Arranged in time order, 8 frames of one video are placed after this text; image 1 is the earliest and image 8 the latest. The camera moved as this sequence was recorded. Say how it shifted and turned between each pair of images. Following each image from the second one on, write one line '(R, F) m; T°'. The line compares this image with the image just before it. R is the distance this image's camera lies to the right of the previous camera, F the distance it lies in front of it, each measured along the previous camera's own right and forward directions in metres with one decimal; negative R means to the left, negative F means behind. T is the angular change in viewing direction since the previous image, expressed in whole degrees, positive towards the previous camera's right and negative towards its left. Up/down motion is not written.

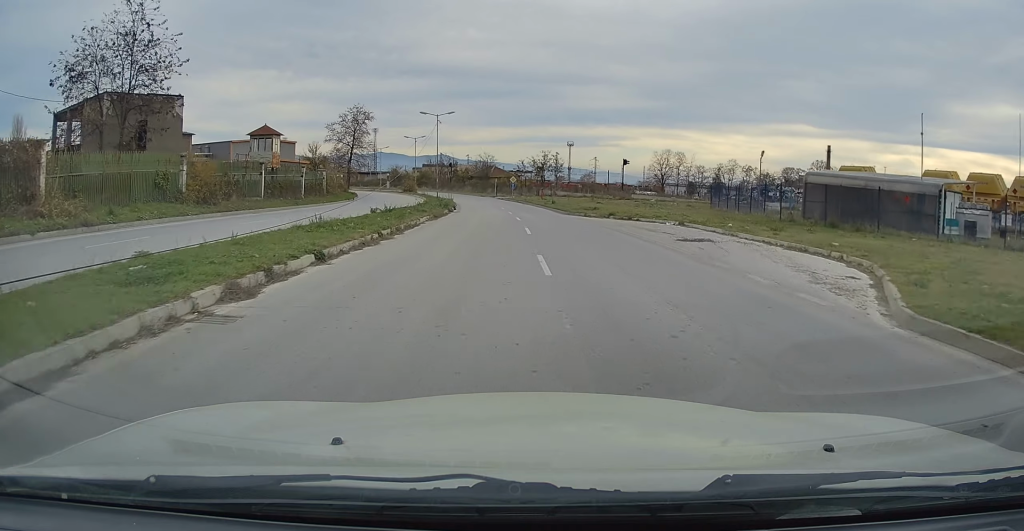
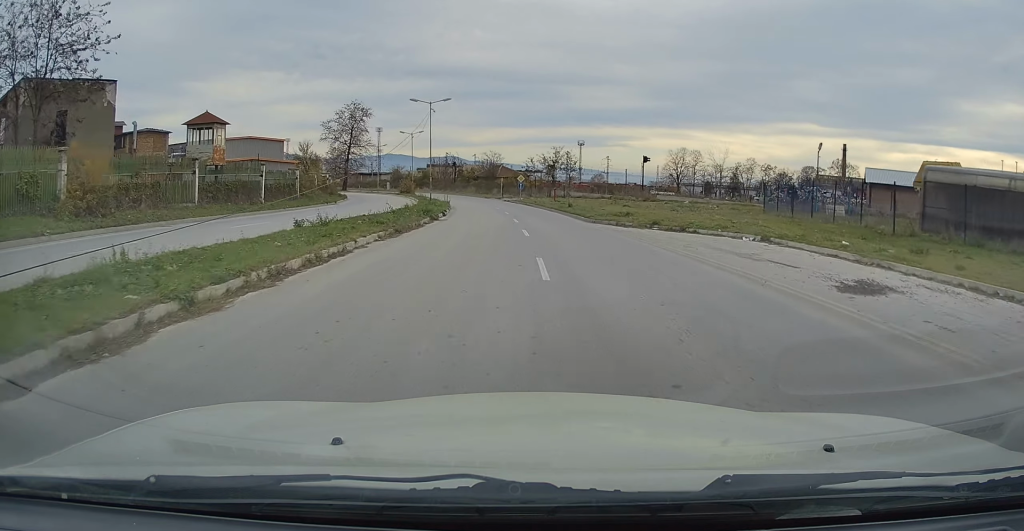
(+0.1, +9.5) m; -1°
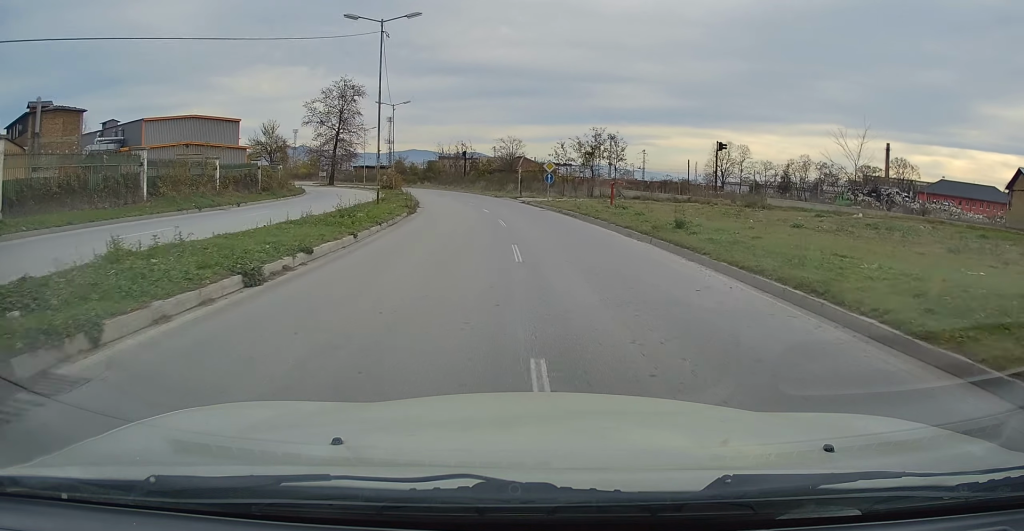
(-0.3, +24.4) m; -1°
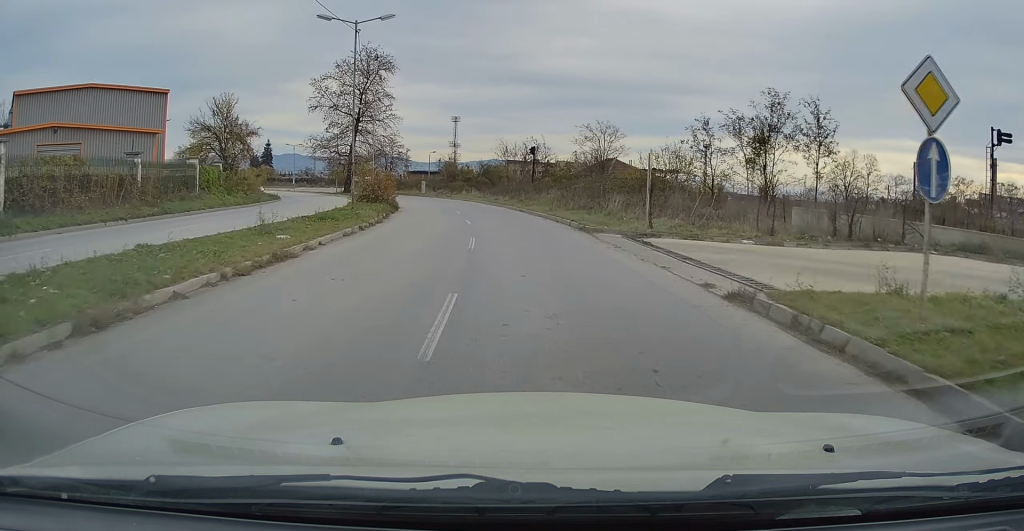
(-1.9, +32.2) m; -8°
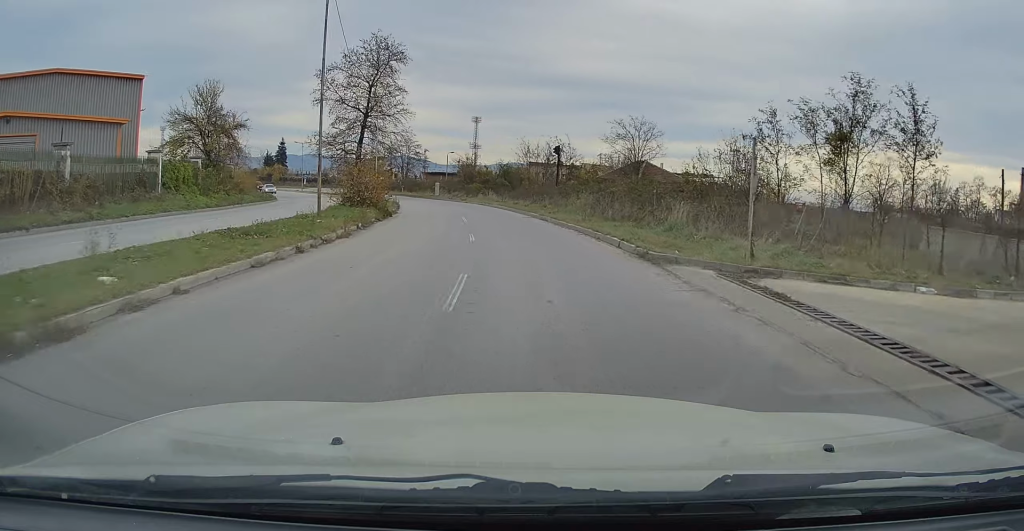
(-0.1, +6.9) m; -2°
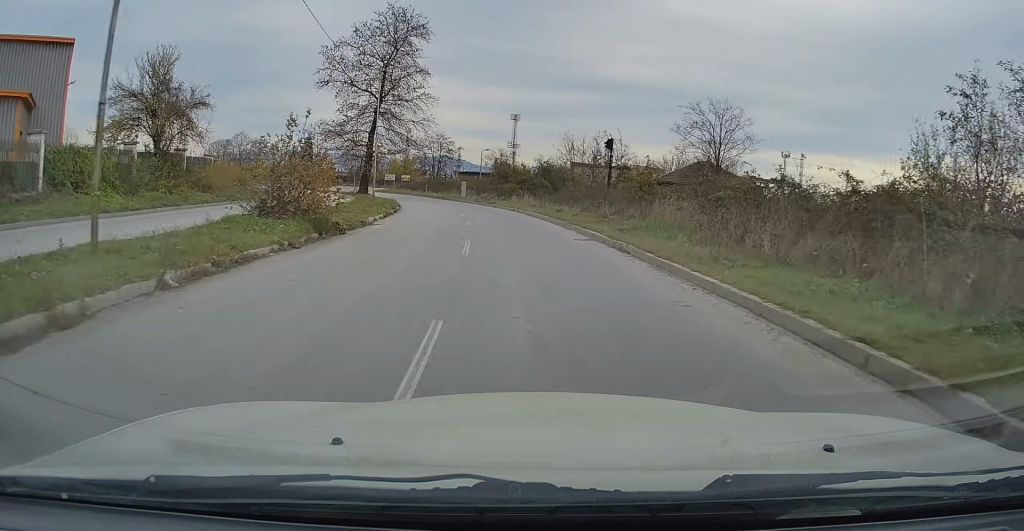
(-0.2, +12.2) m; -3°
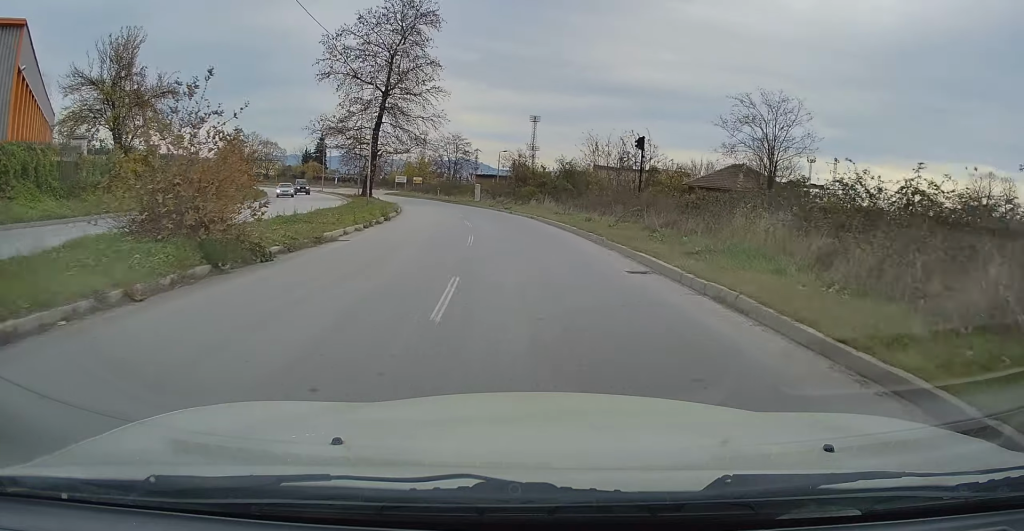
(-0.3, +5.8) m; -1°
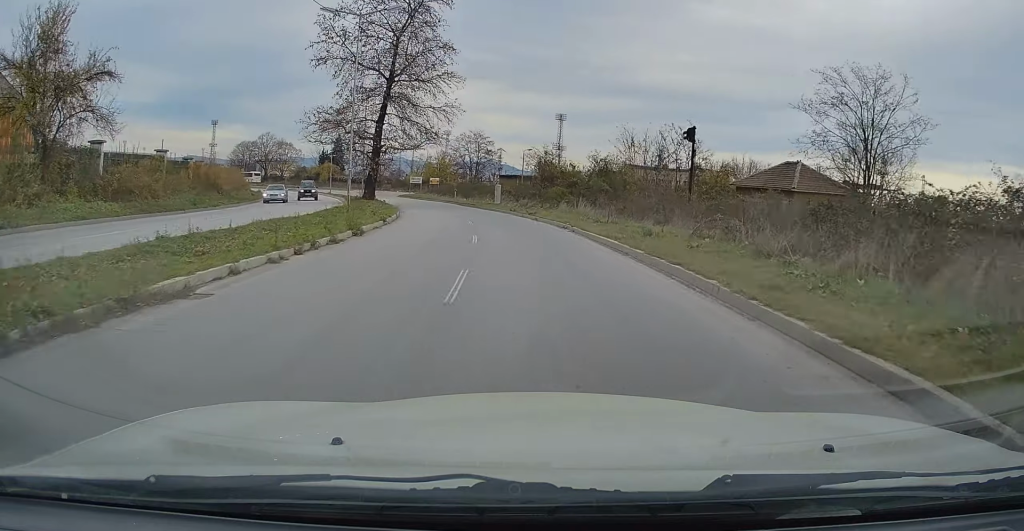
(-0.2, +7.7) m; -2°
